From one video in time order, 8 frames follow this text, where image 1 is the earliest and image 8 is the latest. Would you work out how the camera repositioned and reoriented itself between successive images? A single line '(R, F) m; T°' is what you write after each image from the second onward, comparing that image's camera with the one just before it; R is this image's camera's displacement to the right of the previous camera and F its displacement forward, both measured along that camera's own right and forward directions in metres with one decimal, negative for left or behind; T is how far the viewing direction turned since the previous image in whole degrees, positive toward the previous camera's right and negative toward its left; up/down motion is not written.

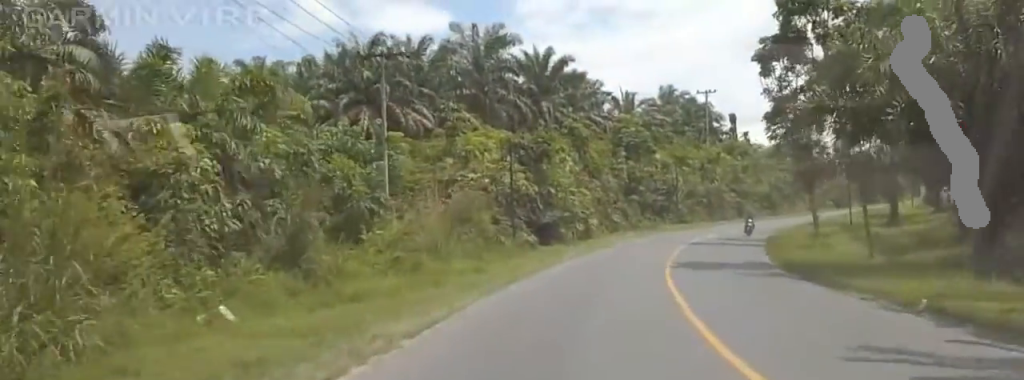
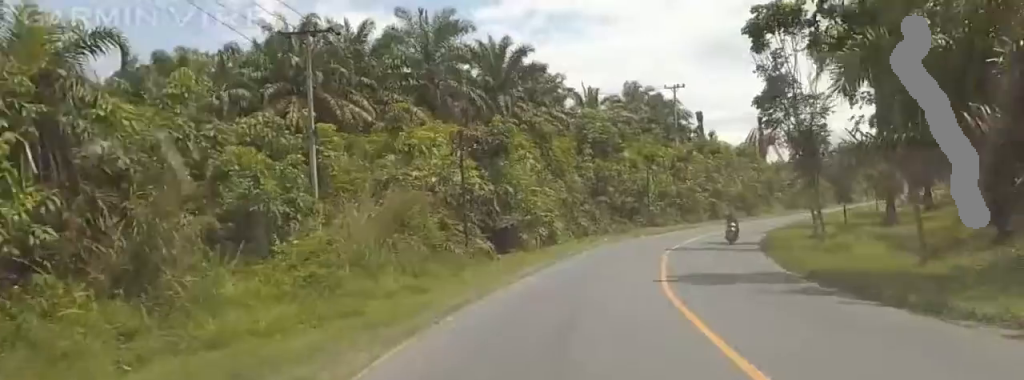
(+0.2, +7.6) m; +1°
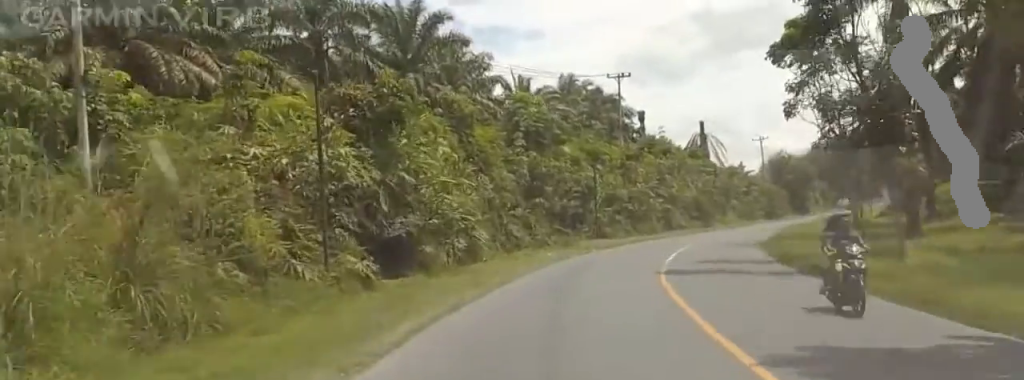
(-0.3, +15.7) m; -3°
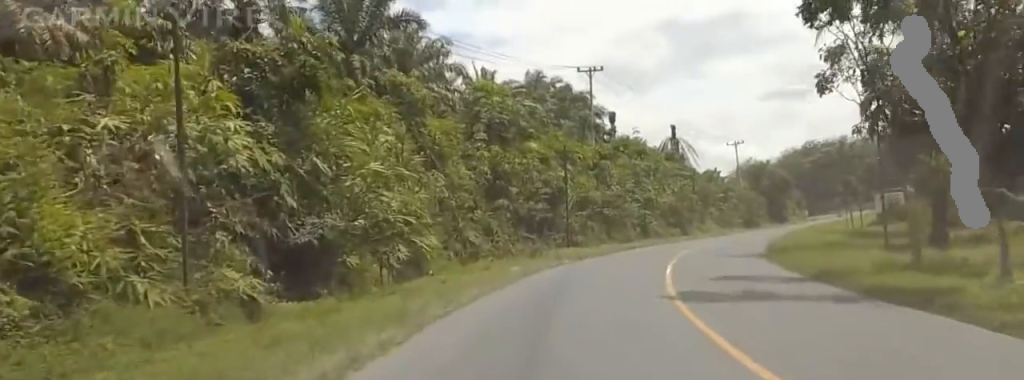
(-0.3, +7.7) m; -1°
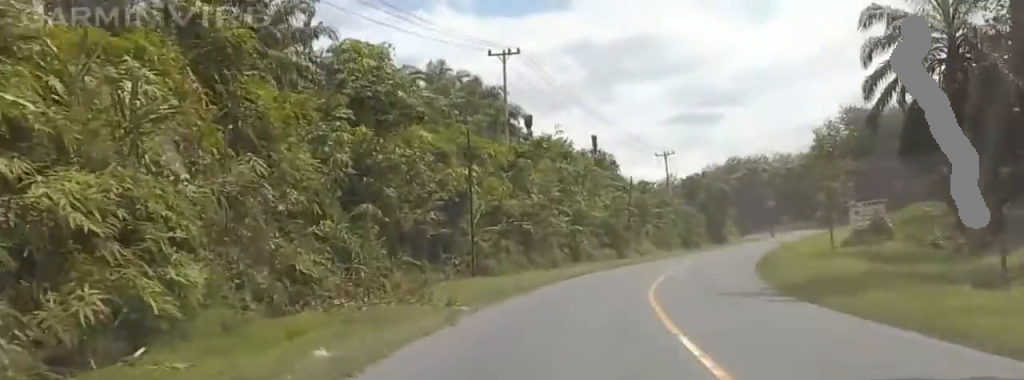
(-0.2, +16.7) m; -5°
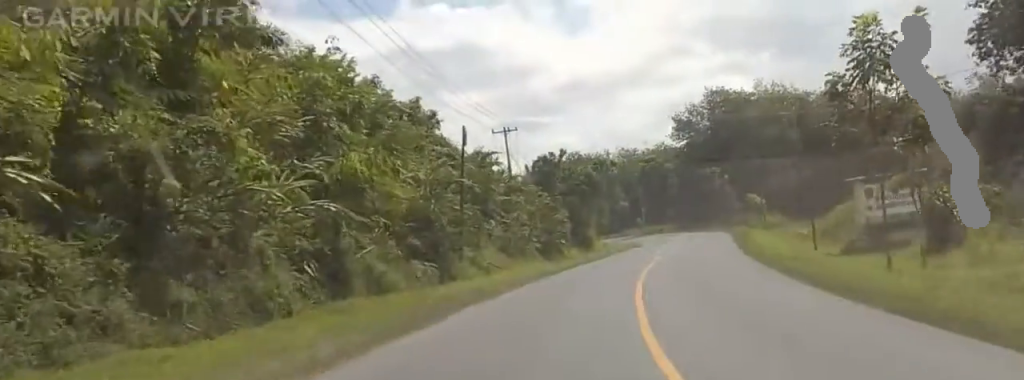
(-2.9, +32.3) m; -6°
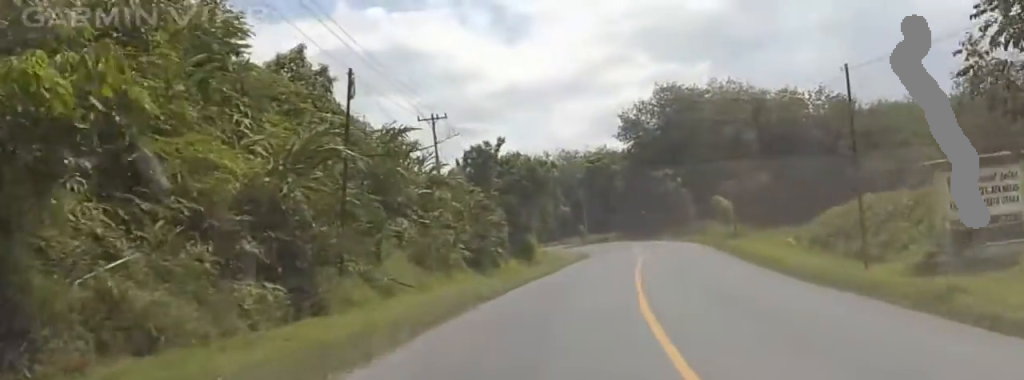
(+0.2, +12.6) m; -9°
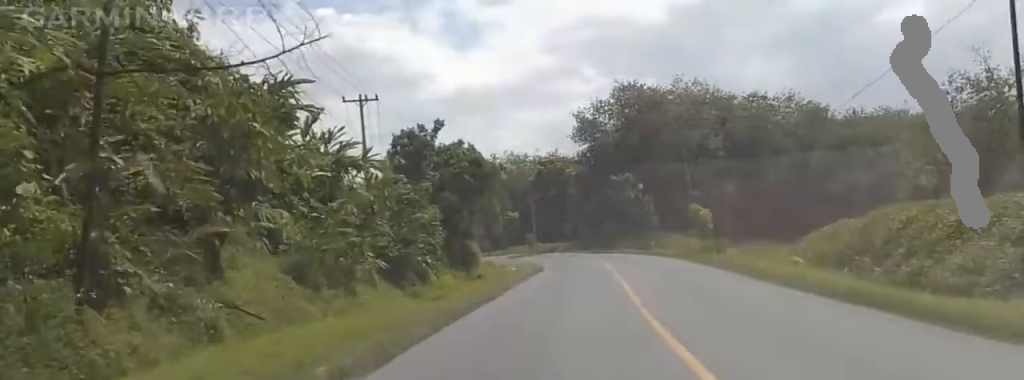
(-1.8, +11.2) m; -5°
